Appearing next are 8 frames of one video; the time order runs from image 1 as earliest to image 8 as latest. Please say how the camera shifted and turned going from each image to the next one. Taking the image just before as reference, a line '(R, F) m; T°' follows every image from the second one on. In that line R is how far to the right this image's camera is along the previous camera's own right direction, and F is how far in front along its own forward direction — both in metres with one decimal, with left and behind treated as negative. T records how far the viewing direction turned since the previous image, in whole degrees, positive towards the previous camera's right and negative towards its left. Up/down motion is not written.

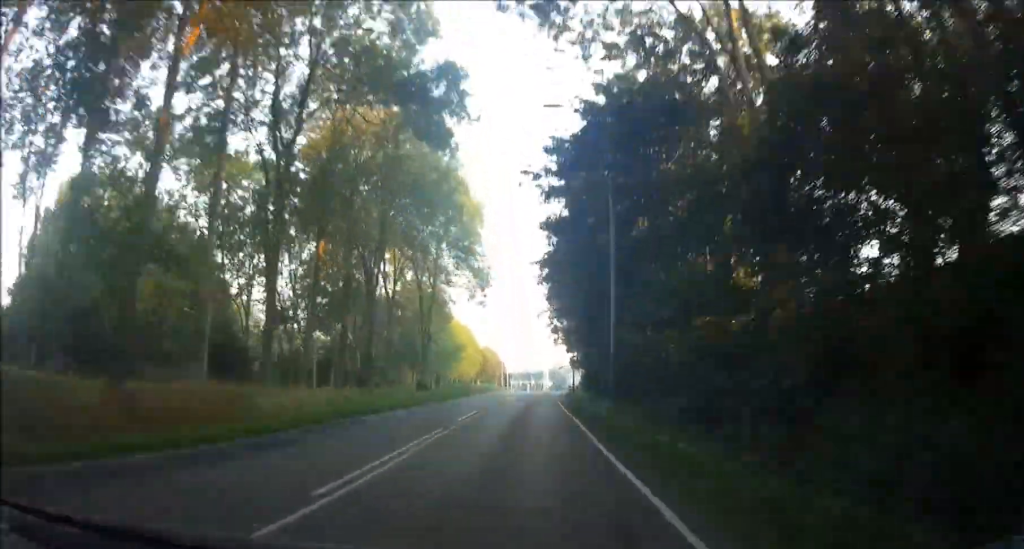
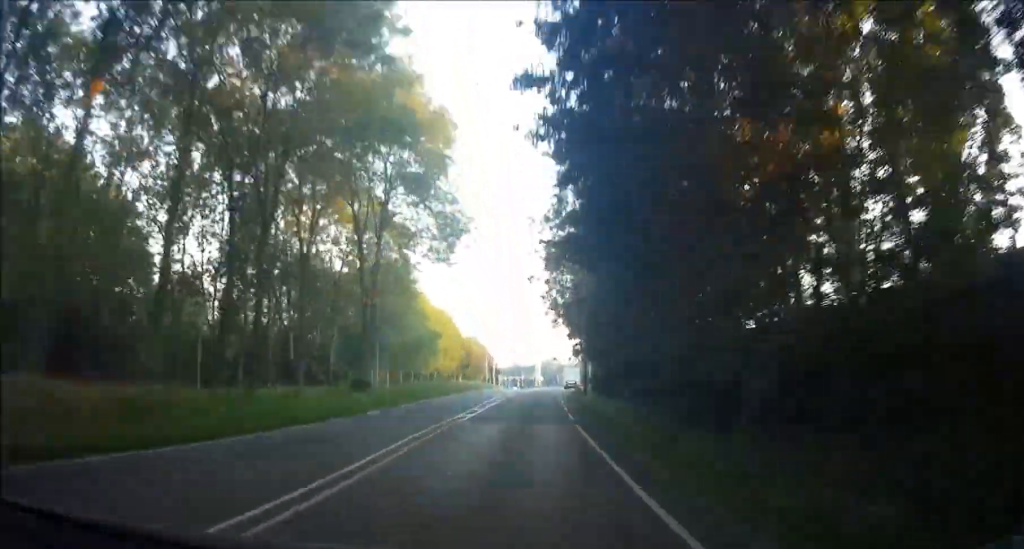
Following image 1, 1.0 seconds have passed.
(-0.1, +21.0) m; 0°
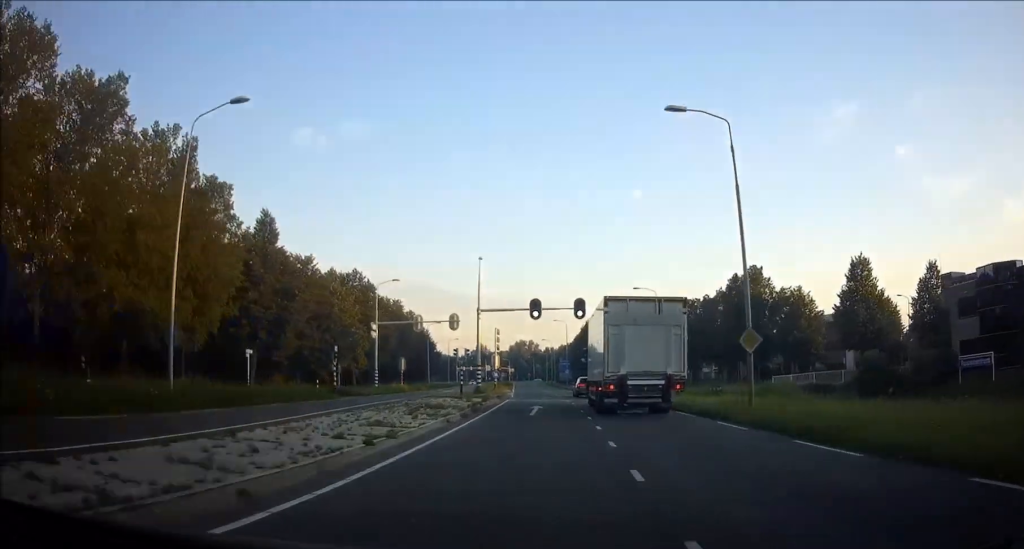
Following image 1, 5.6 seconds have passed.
(+3.1, +97.4) m; +3°
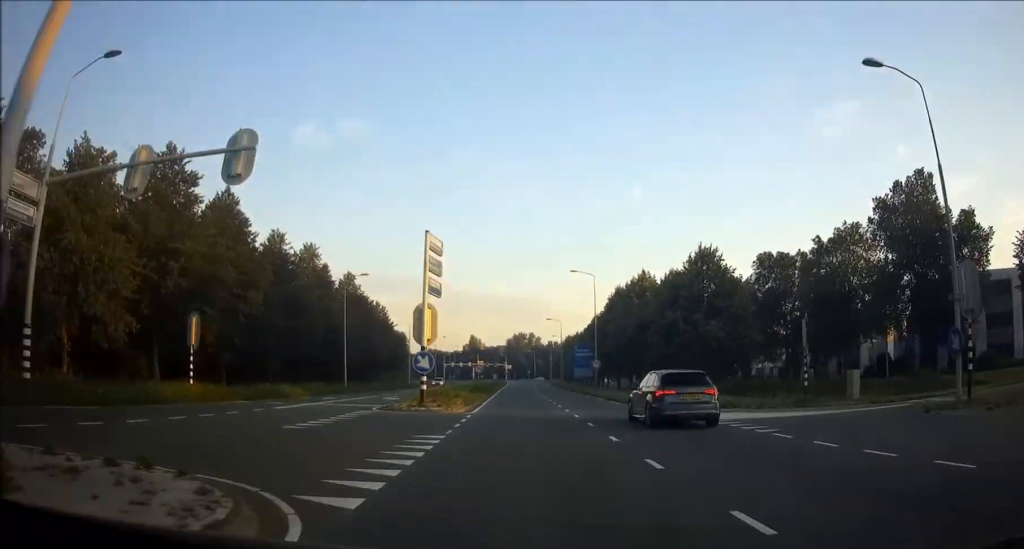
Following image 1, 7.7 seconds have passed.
(-0.2, +45.7) m; -1°
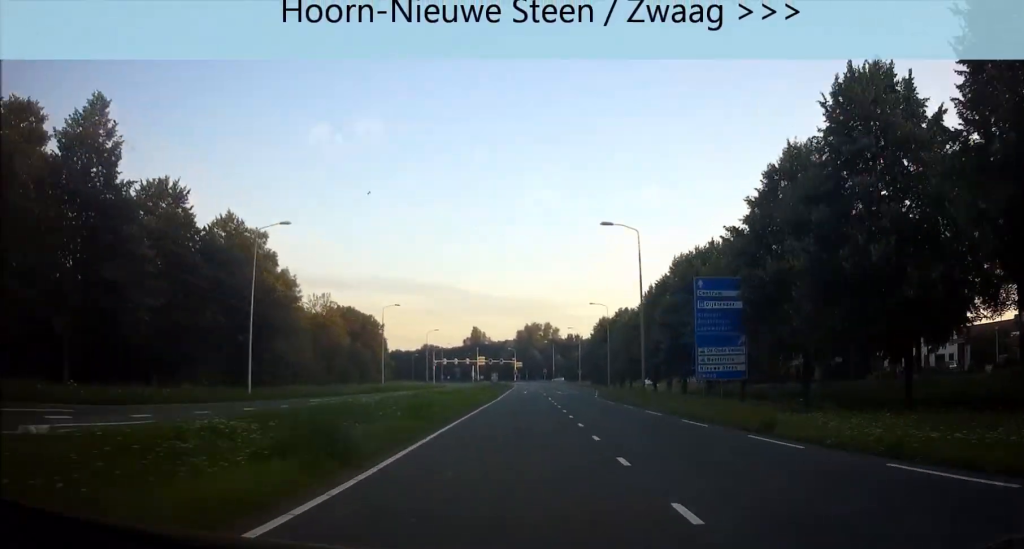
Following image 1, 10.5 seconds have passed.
(-0.8, +59.9) m; -1°
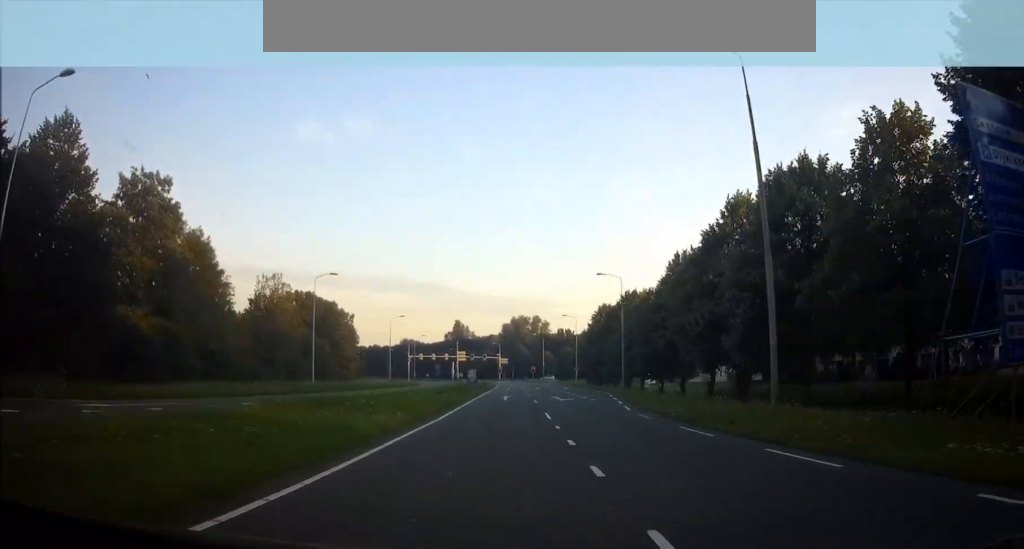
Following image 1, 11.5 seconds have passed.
(-0.1, +21.4) m; 0°
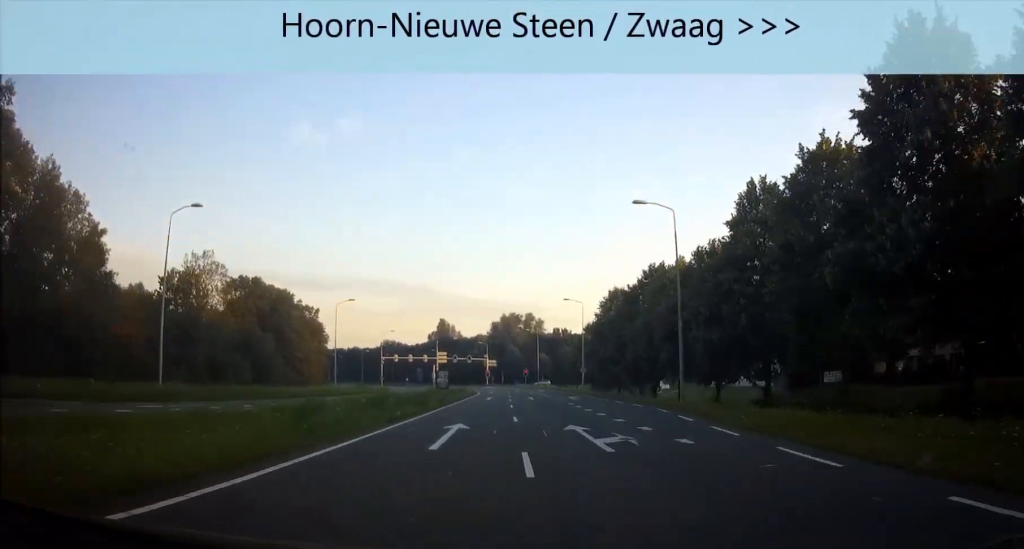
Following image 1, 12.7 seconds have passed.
(+0.2, +24.3) m; 0°
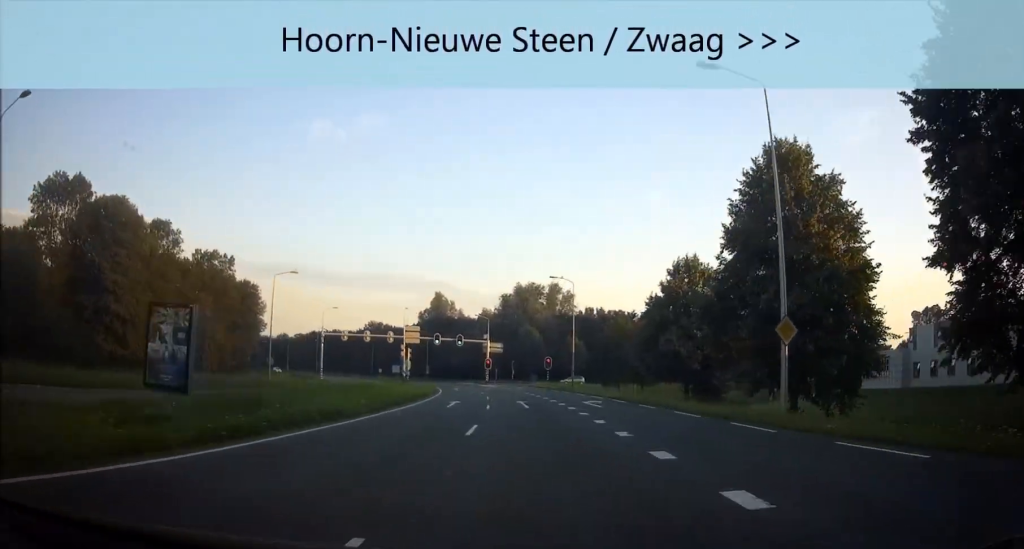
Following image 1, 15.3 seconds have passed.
(0.0, +55.7) m; -2°
